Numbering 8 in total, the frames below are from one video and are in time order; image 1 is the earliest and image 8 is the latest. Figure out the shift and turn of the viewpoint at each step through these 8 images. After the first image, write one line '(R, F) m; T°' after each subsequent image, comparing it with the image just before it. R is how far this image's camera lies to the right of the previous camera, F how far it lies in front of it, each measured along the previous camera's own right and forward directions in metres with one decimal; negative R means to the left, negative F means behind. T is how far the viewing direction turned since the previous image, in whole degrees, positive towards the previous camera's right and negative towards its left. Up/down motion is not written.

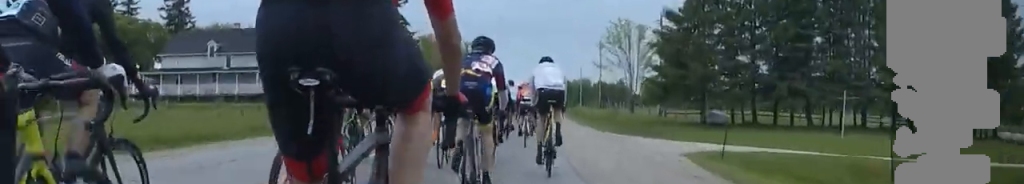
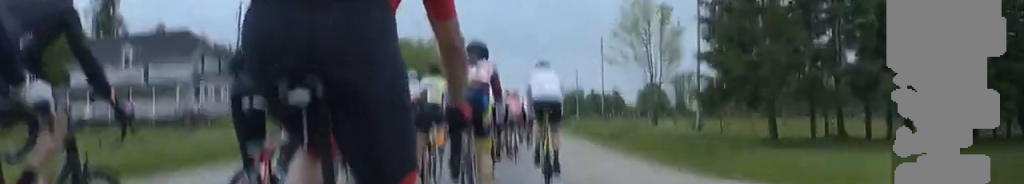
(-0.7, +9.9) m; 0°
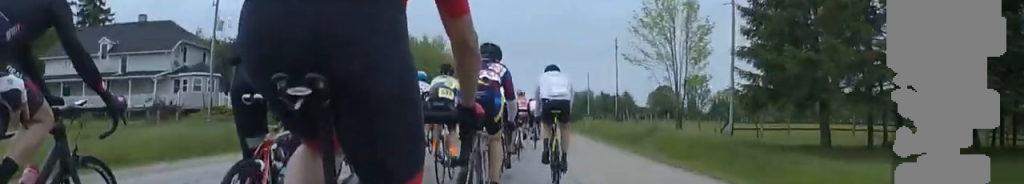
(-0.1, +3.4) m; +3°
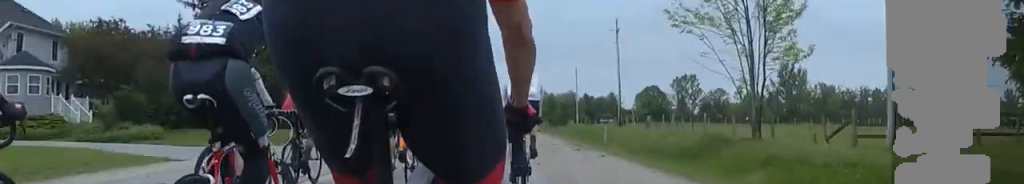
(0.0, +11.6) m; -1°
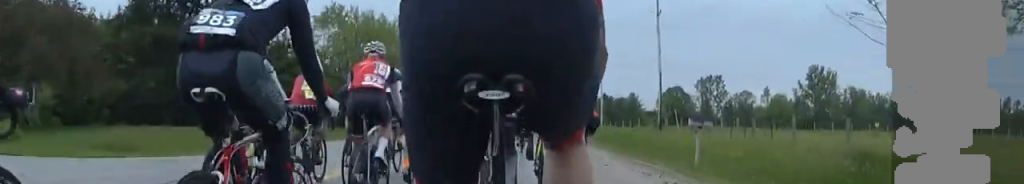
(+0.4, +8.0) m; 0°
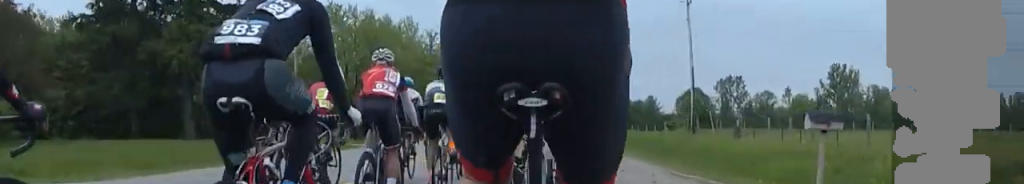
(+0.1, +4.0) m; 0°
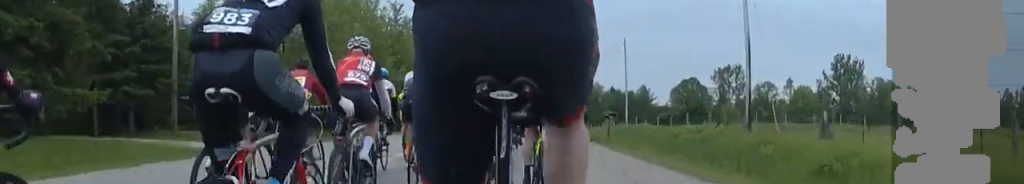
(-0.1, +10.6) m; 0°
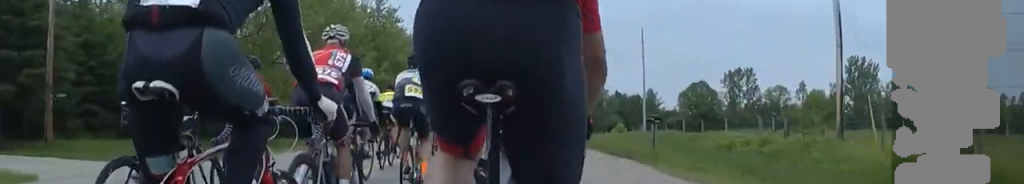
(-0.3, +7.2) m; -4°
